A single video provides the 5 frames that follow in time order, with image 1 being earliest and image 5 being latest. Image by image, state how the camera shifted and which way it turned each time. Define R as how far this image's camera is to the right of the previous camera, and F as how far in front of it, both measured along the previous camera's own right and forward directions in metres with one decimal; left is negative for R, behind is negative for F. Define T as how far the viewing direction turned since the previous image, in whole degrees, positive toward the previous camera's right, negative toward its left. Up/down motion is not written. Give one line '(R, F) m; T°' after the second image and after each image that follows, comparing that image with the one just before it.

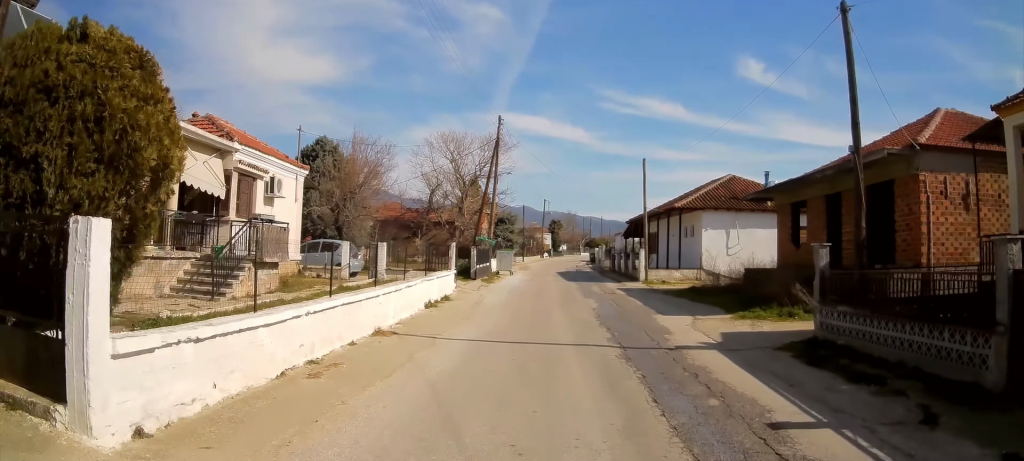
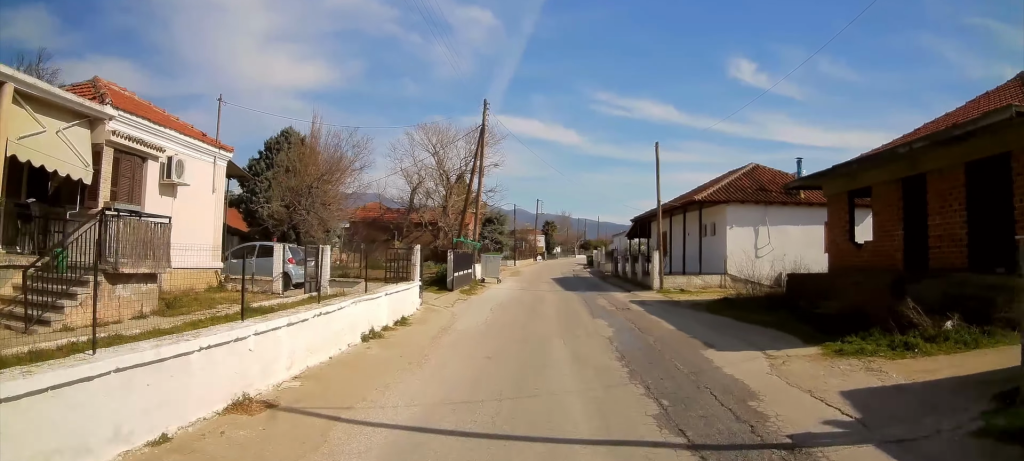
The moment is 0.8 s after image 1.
(0.0, +5.4) m; 0°
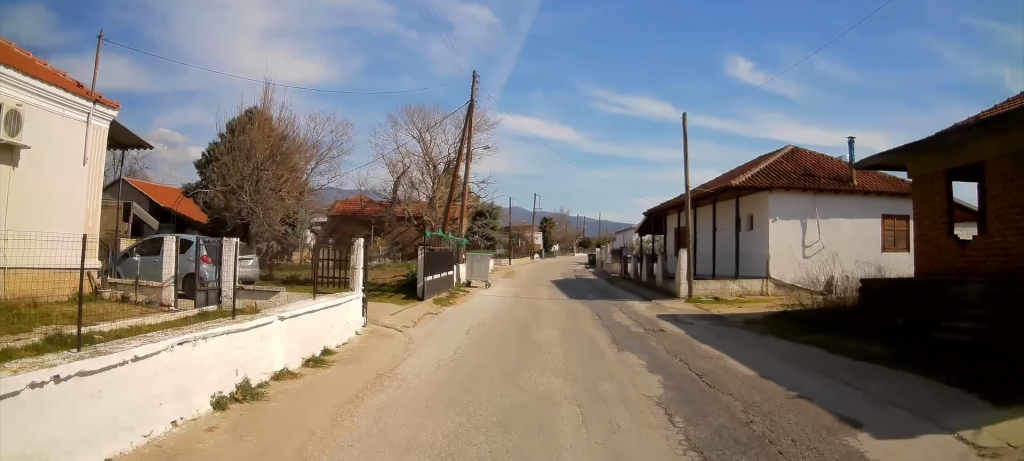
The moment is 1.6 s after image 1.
(0.0, +5.5) m; 0°
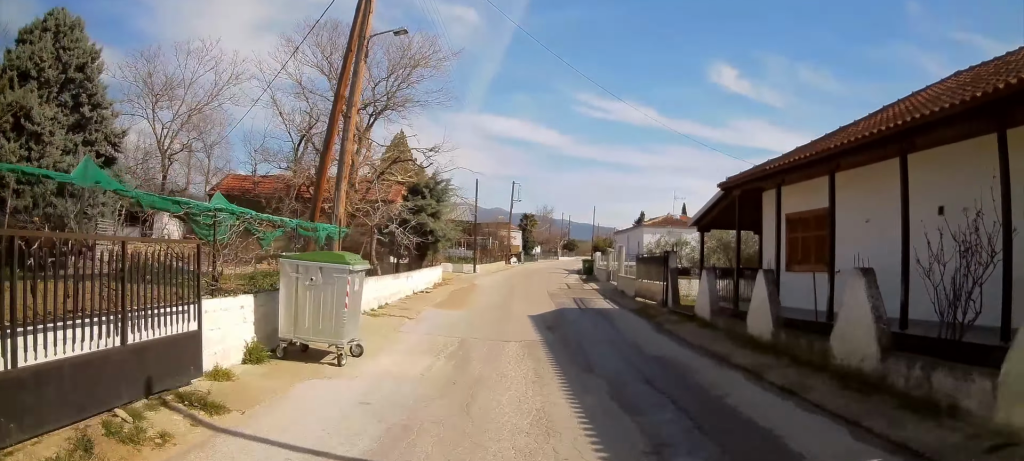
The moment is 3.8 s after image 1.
(-0.9, +14.9) m; -4°
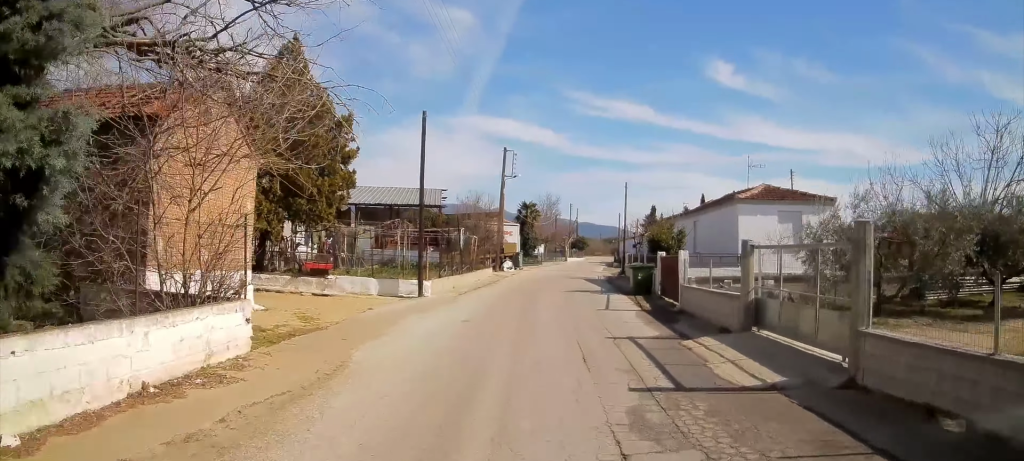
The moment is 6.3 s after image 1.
(+1.6, +18.6) m; +4°
